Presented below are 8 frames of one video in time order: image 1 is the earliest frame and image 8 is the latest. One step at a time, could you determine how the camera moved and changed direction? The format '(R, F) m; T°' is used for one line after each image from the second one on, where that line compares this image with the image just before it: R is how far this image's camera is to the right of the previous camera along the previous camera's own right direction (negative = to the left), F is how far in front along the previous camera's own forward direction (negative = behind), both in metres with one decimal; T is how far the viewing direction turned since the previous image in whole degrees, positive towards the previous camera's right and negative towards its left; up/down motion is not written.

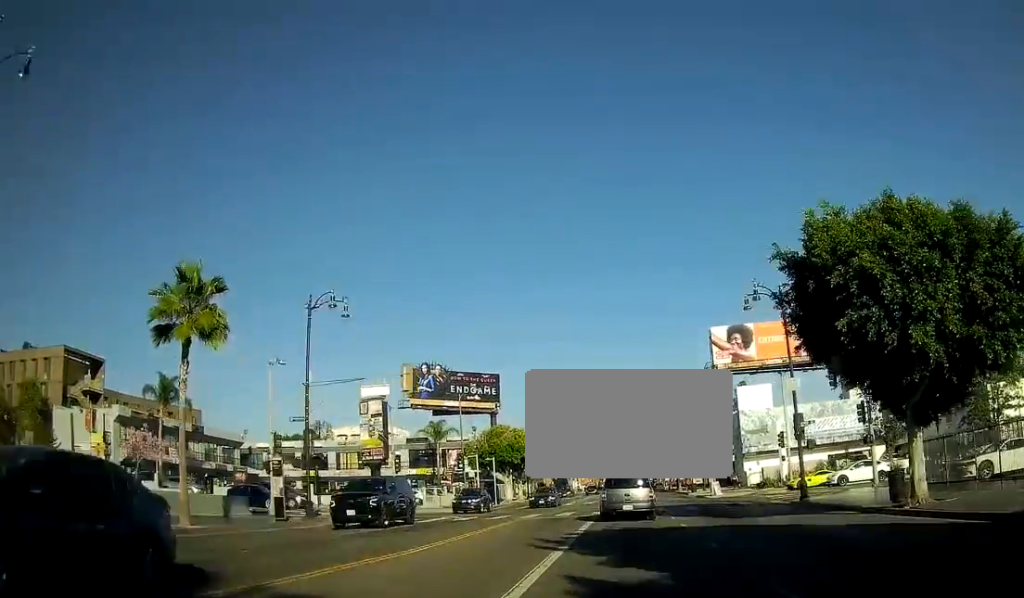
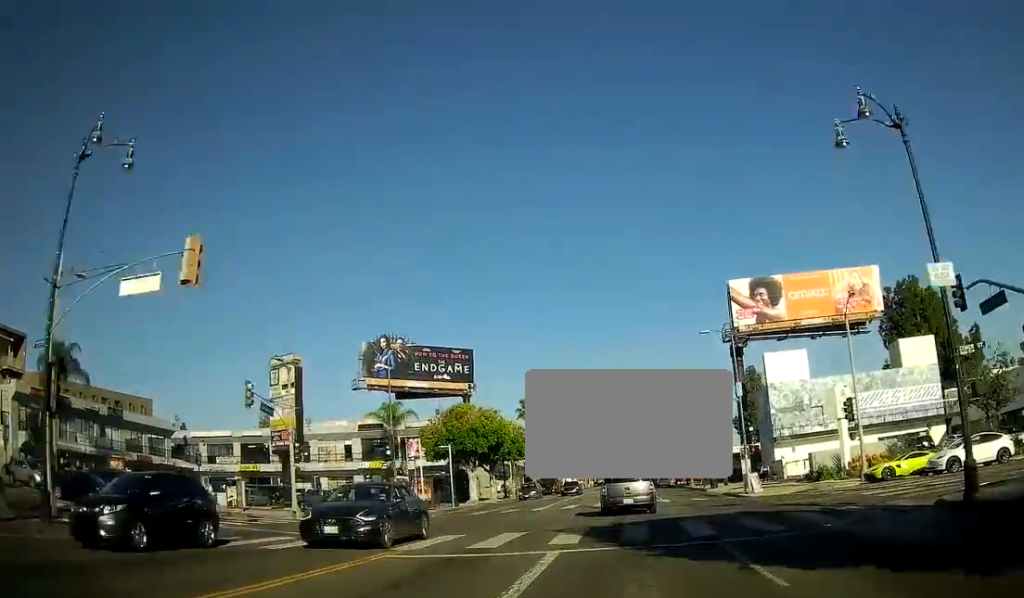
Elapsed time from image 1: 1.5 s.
(+0.1, +19.8) m; 0°
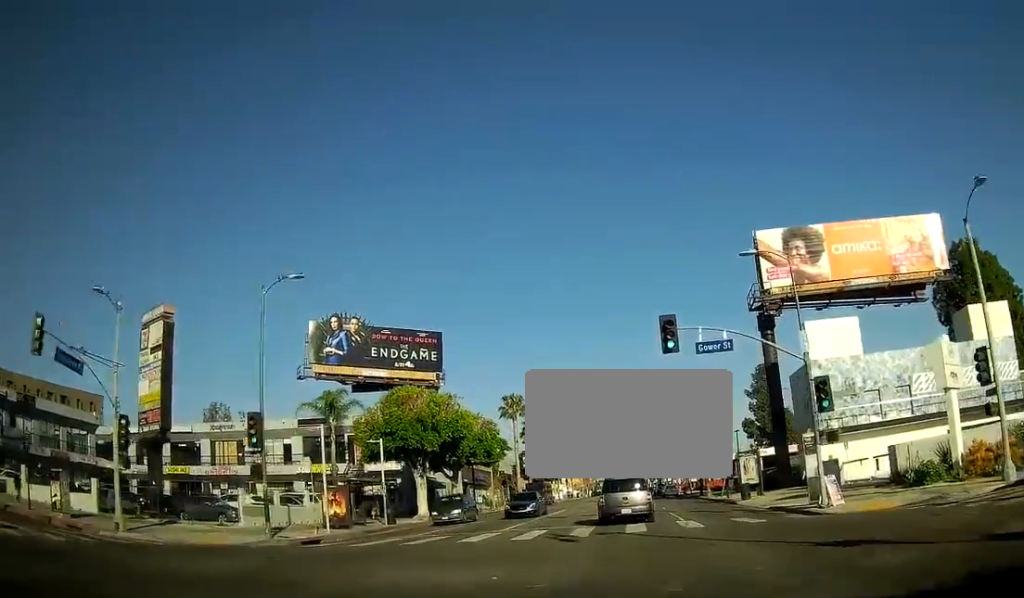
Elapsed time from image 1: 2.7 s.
(0.0, +17.2) m; -1°
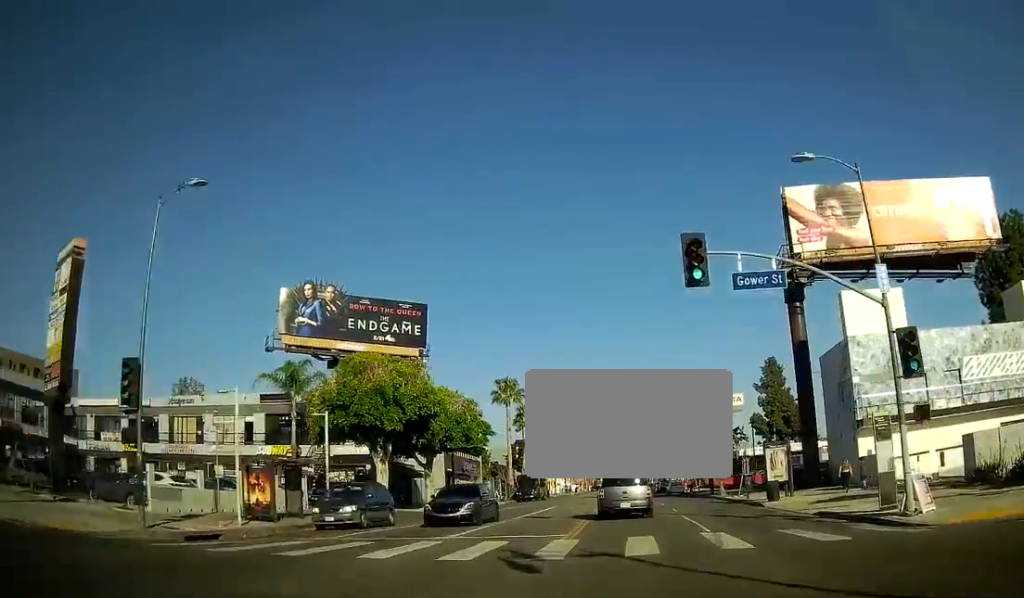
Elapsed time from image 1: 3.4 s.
(-0.1, +8.5) m; -1°
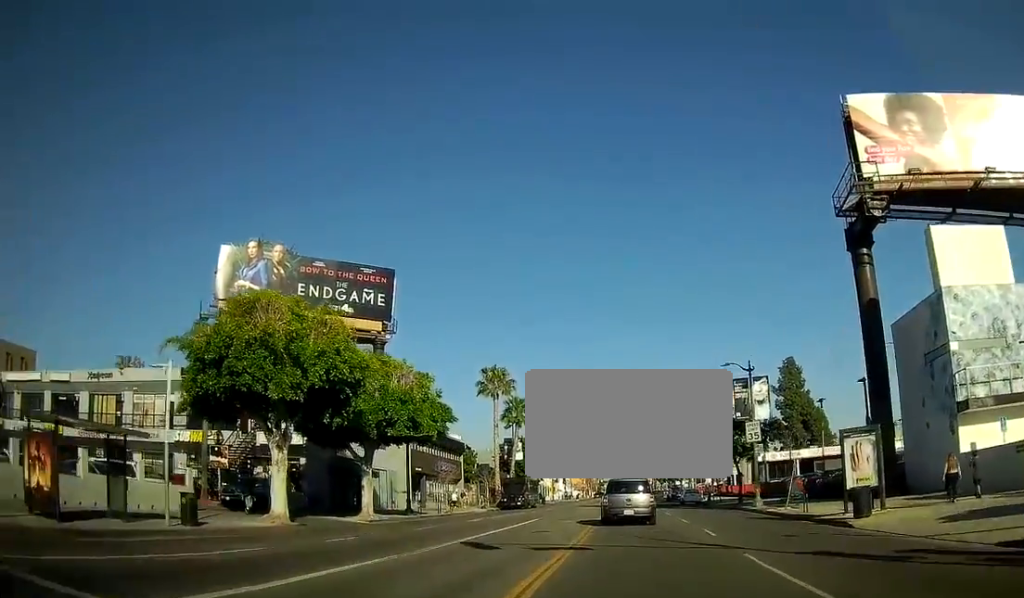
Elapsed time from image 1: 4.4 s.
(-0.3, +14.3) m; -1°
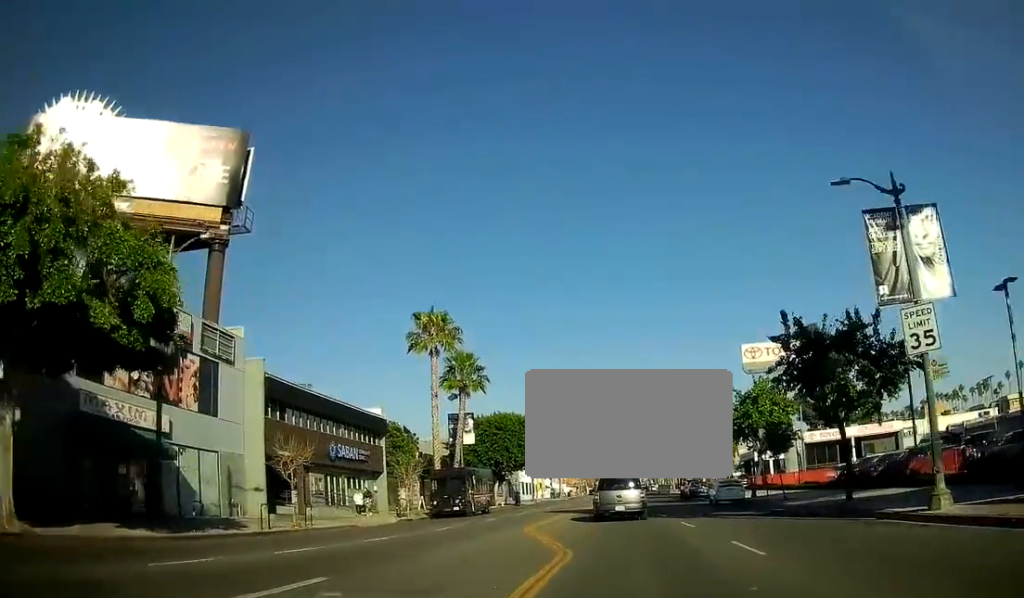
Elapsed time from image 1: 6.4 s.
(-0.1, +25.2) m; -1°
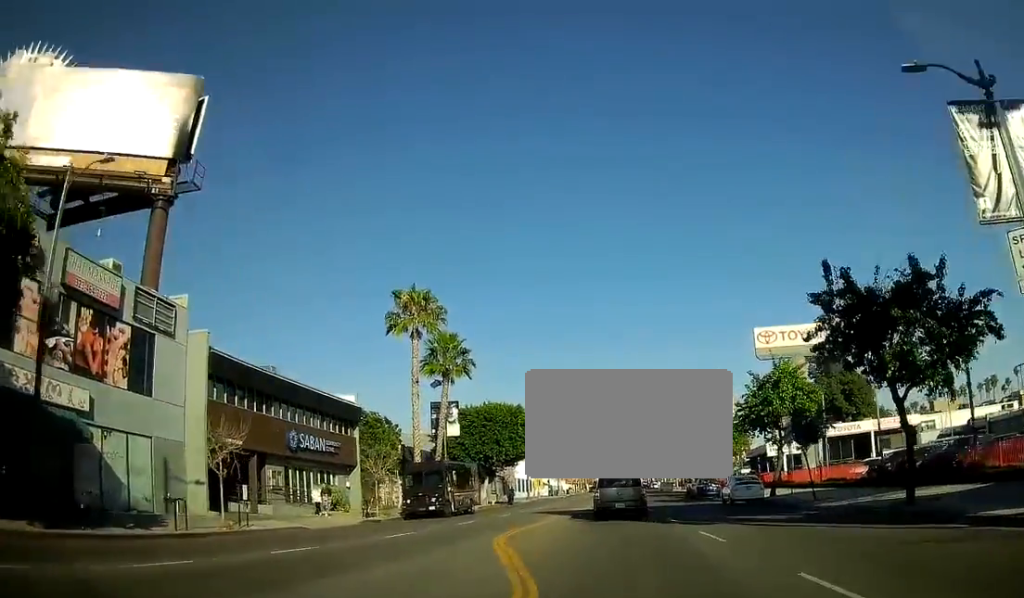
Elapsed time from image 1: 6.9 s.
(0.0, +5.8) m; 0°
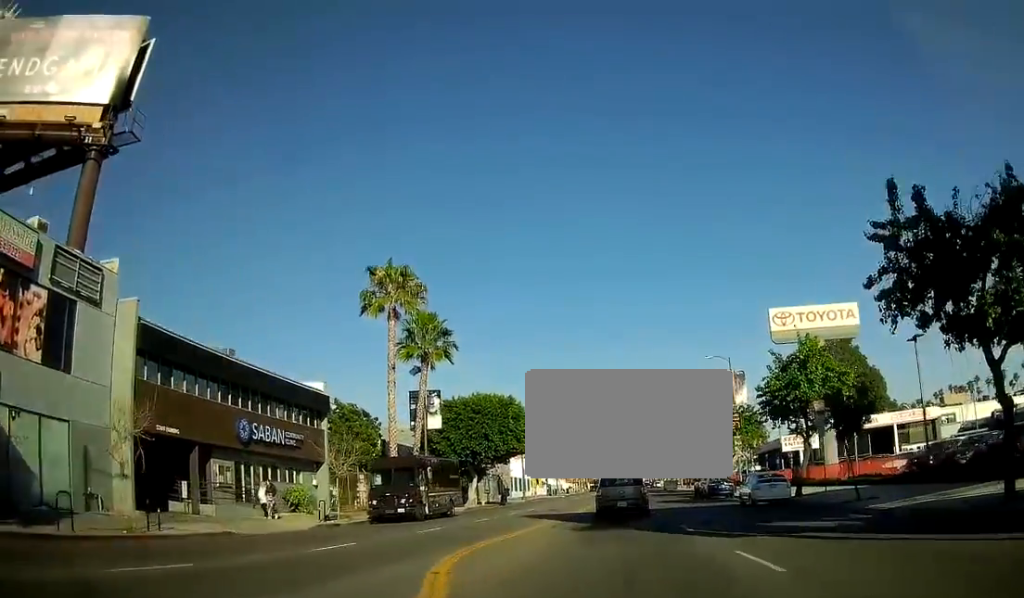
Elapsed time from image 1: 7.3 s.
(0.0, +5.3) m; -1°
